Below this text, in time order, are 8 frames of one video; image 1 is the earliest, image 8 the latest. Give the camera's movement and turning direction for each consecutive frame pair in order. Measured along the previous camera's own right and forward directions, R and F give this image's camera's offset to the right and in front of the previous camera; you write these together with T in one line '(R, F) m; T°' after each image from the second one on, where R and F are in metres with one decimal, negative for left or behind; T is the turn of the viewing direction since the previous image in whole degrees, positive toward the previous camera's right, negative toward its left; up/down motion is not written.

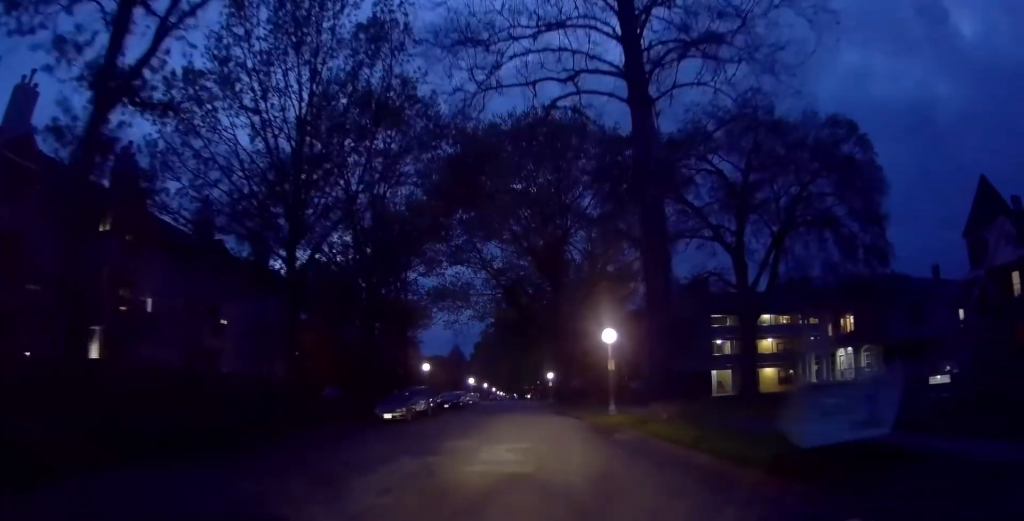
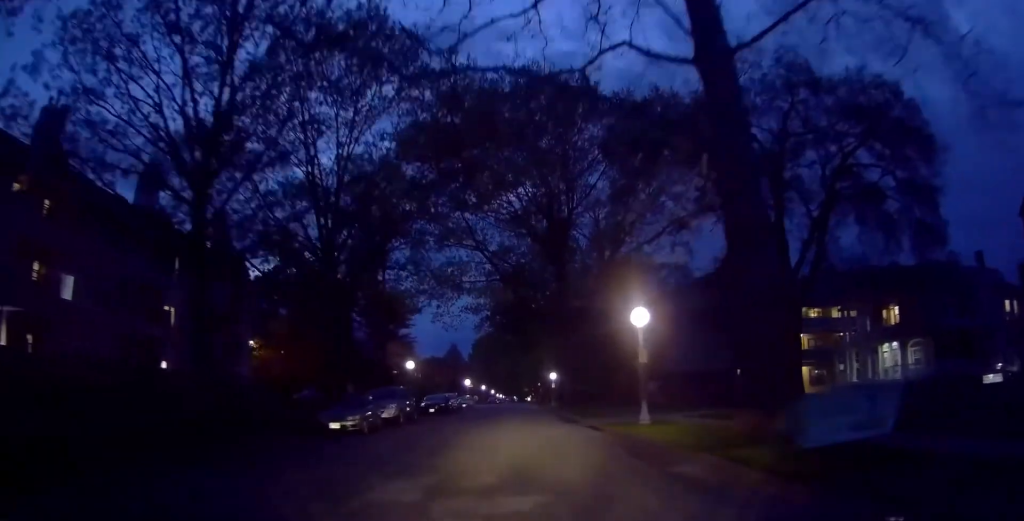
(0.0, +6.4) m; +2°
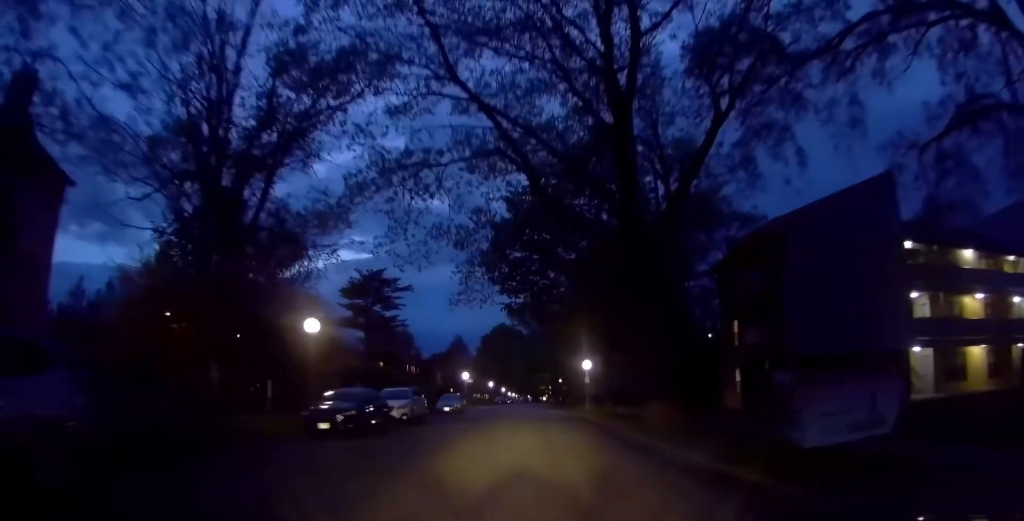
(0.0, +21.3) m; -4°
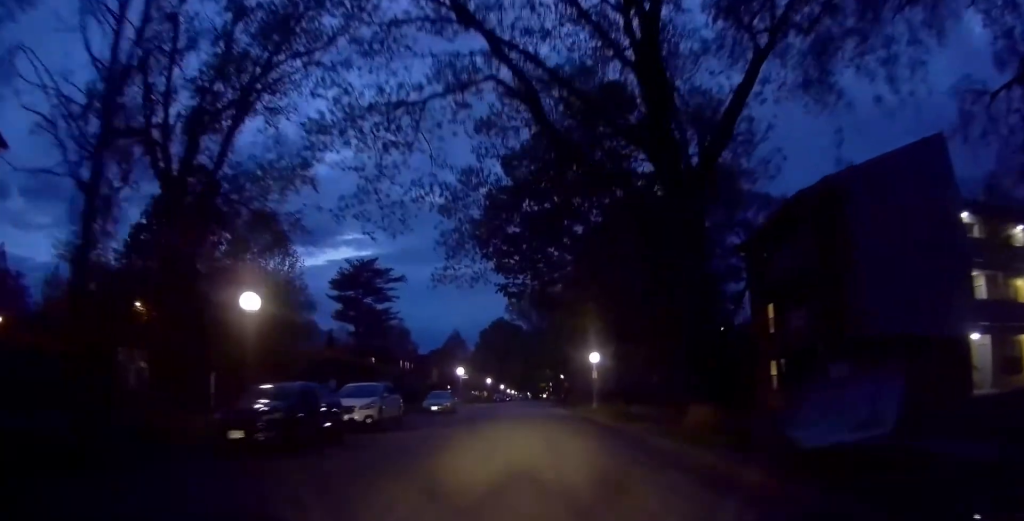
(-0.1, +5.1) m; 0°
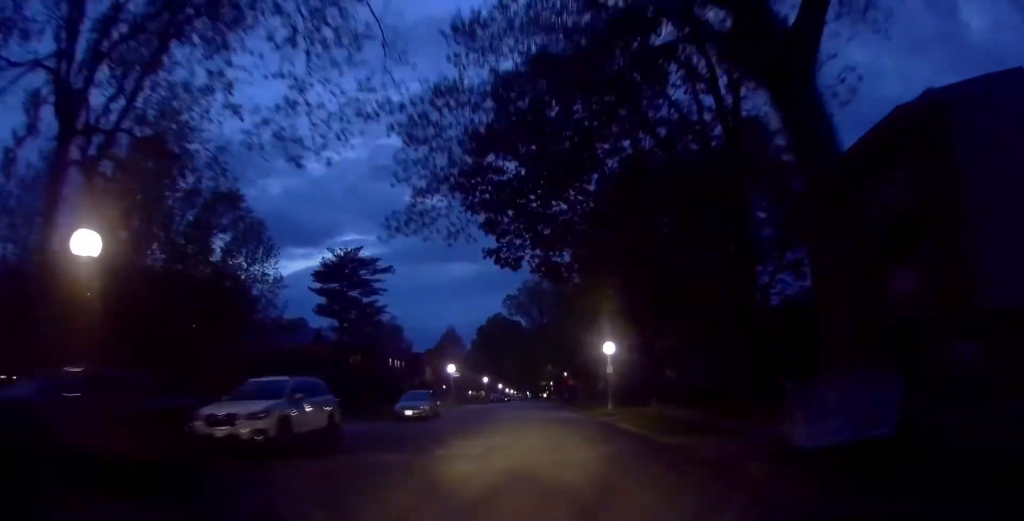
(0.0, +7.6) m; +1°
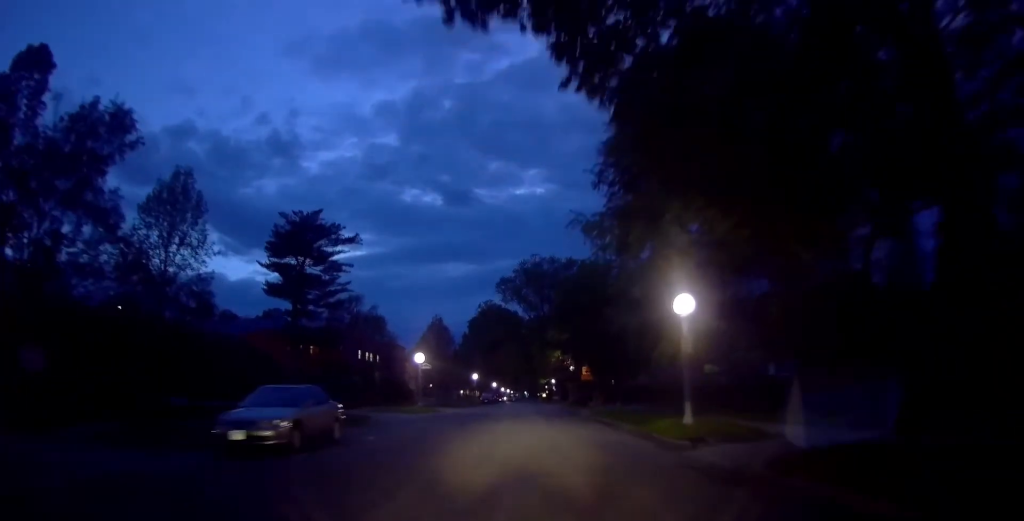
(-0.2, +16.8) m; -3°
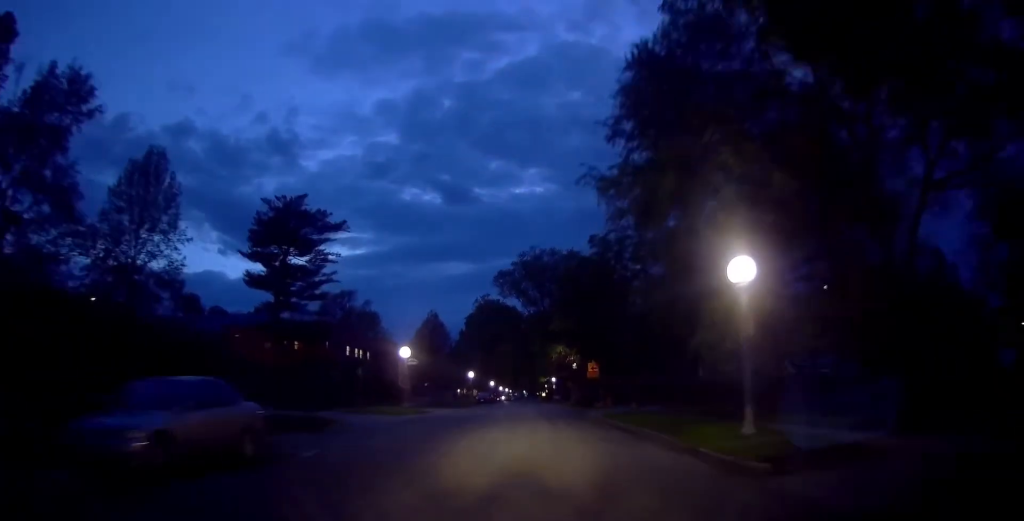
(-0.1, +4.7) m; -1°
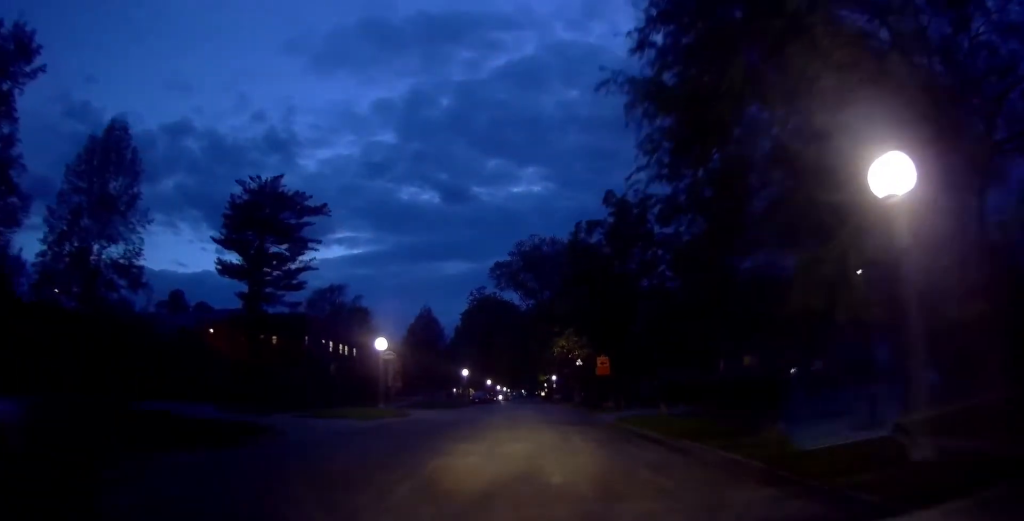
(0.0, +6.2) m; 0°
